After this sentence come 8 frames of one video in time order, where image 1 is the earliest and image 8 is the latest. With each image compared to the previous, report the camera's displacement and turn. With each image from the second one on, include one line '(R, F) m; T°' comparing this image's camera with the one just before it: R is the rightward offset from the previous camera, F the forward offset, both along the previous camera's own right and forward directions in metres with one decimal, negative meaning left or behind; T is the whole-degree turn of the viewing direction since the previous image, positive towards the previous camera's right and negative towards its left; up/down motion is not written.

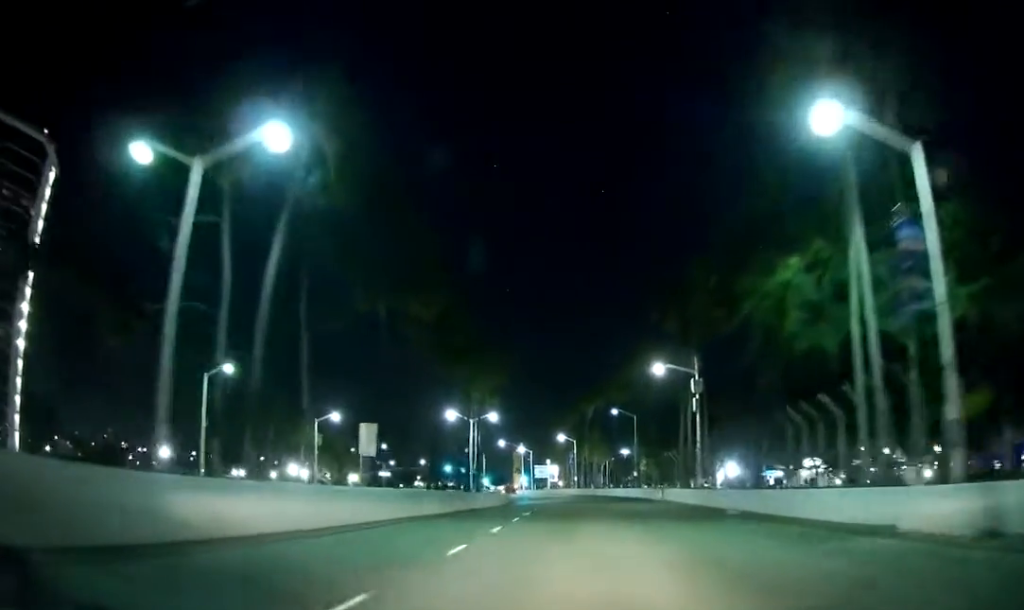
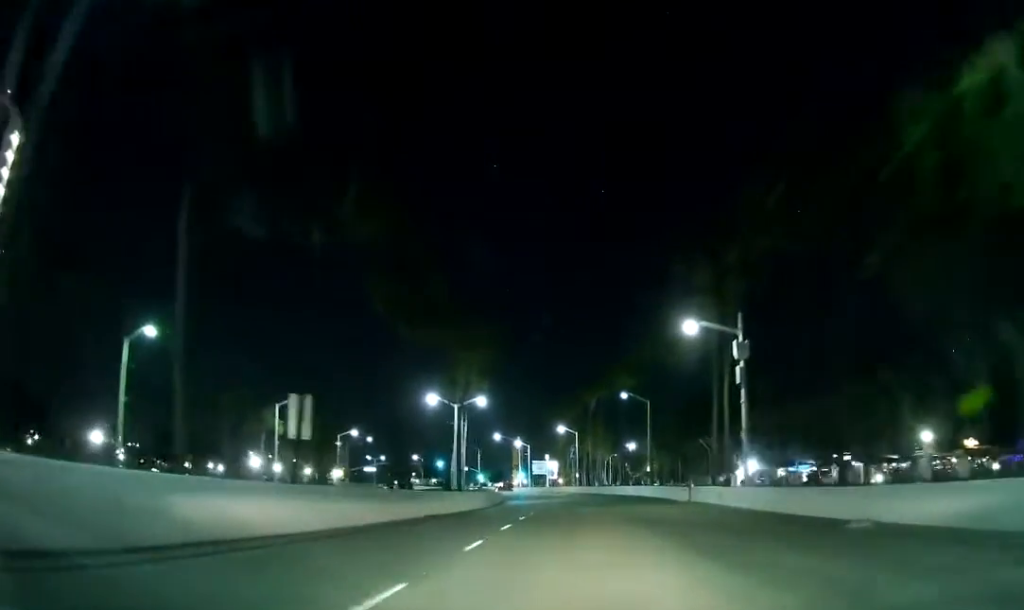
(+0.1, +14.0) m; 0°
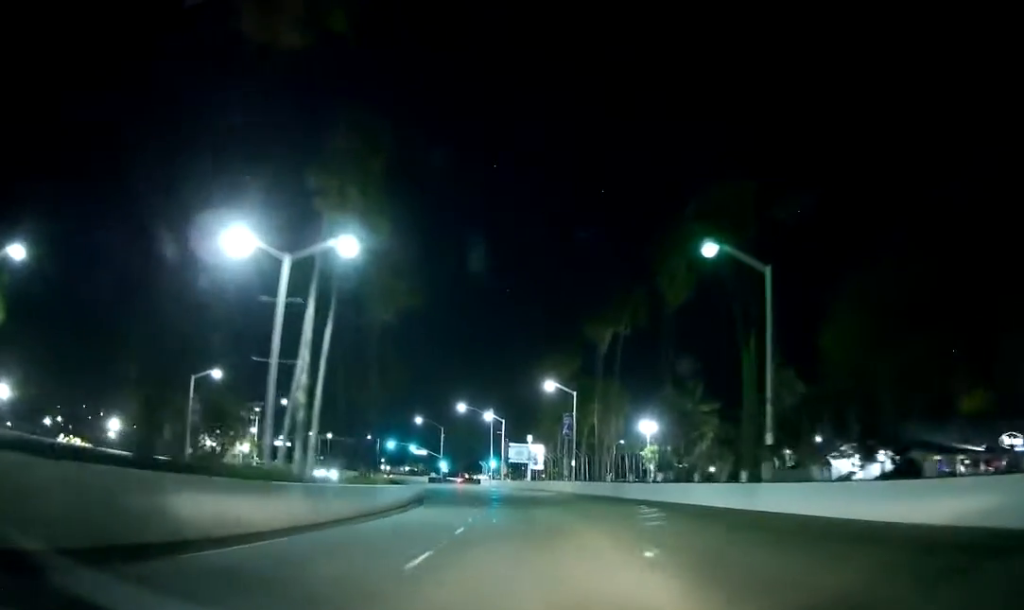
(+0.1, +47.5) m; 0°
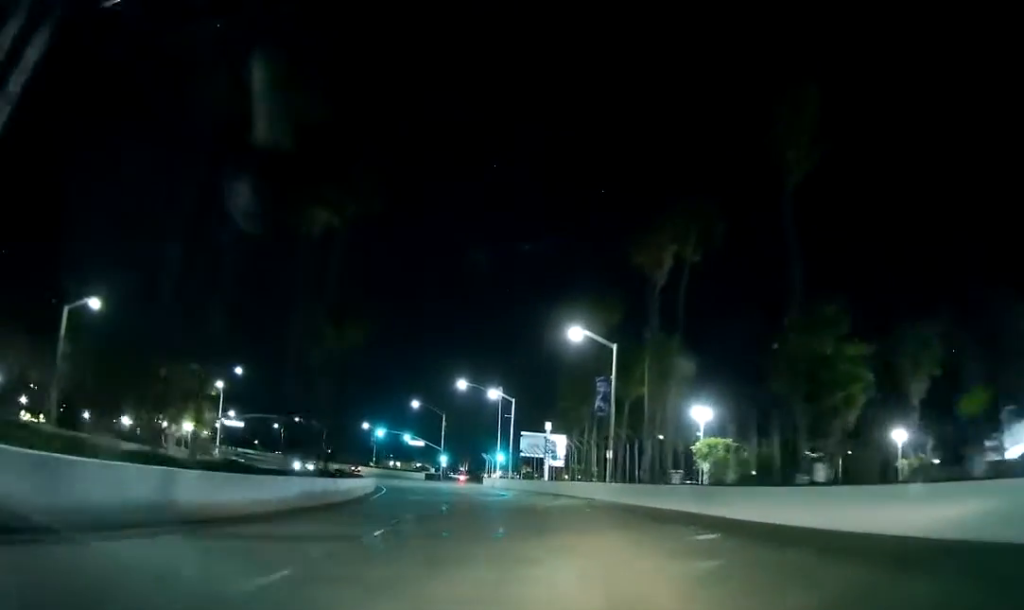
(+0.1, +25.6) m; -1°
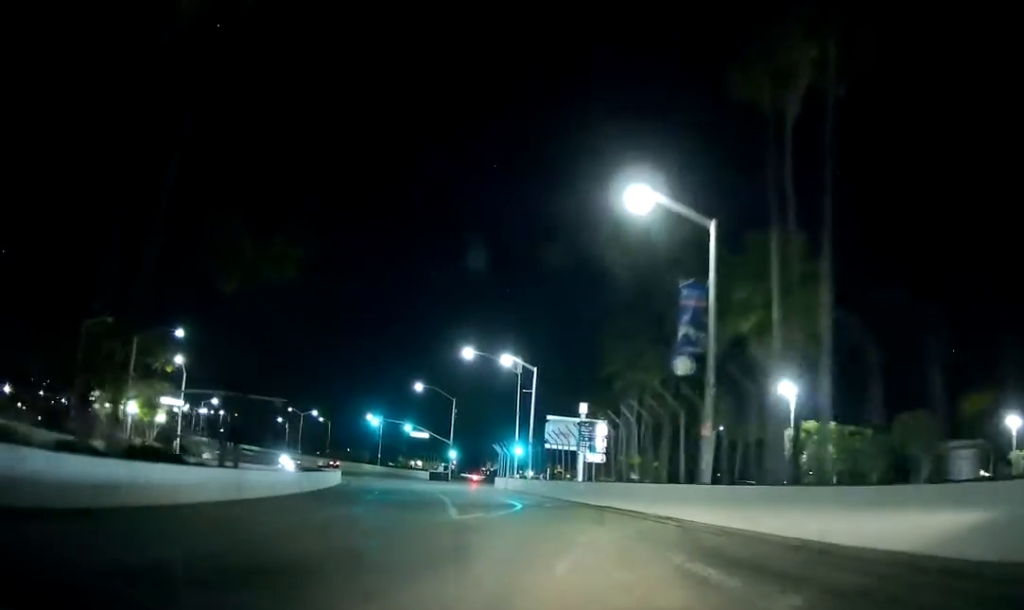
(-0.4, +23.2) m; -2°
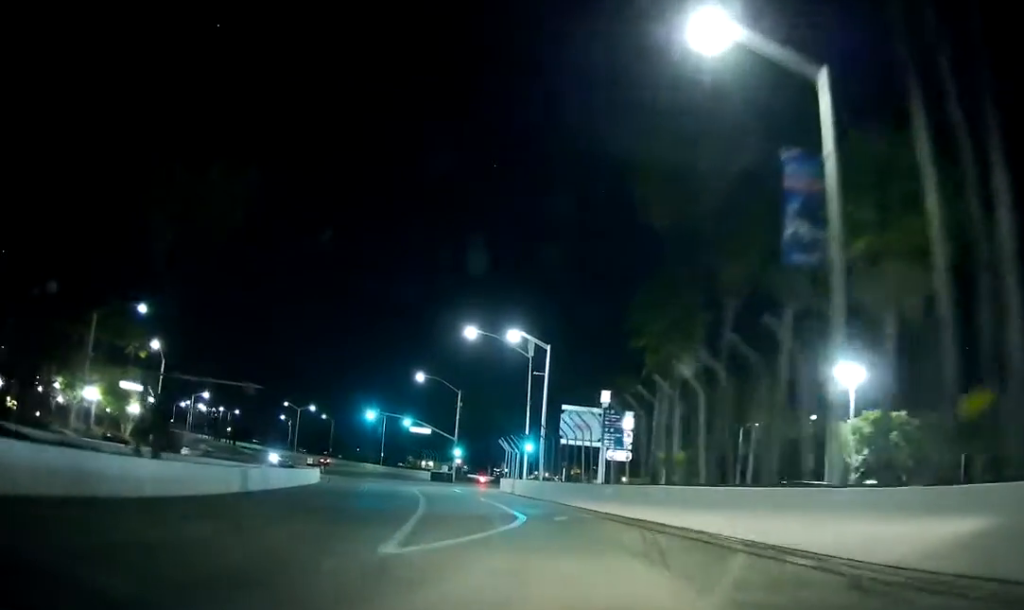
(-0.1, +10.7) m; -1°
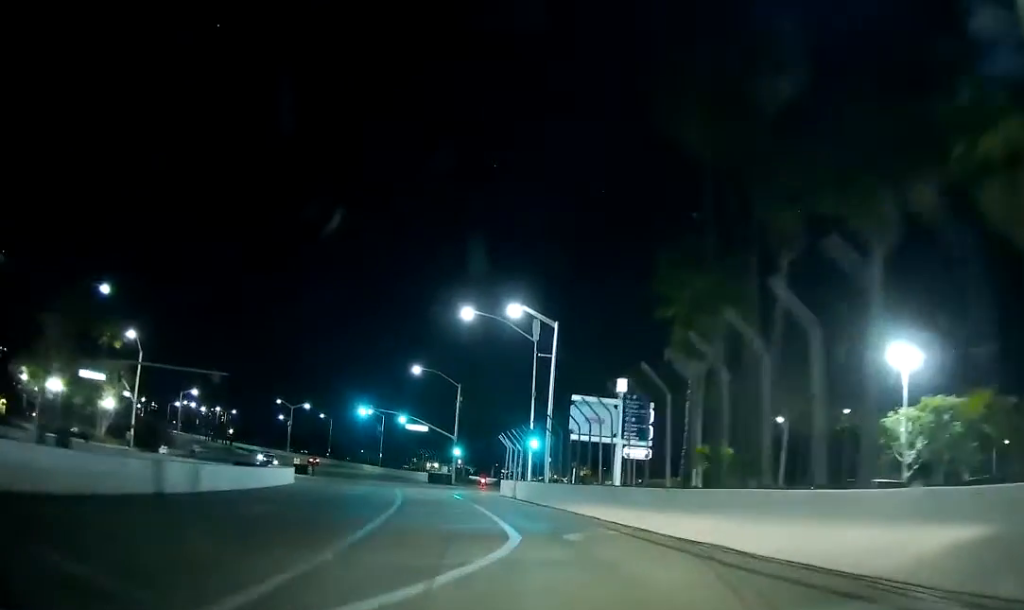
(0.0, +7.6) m; -1°
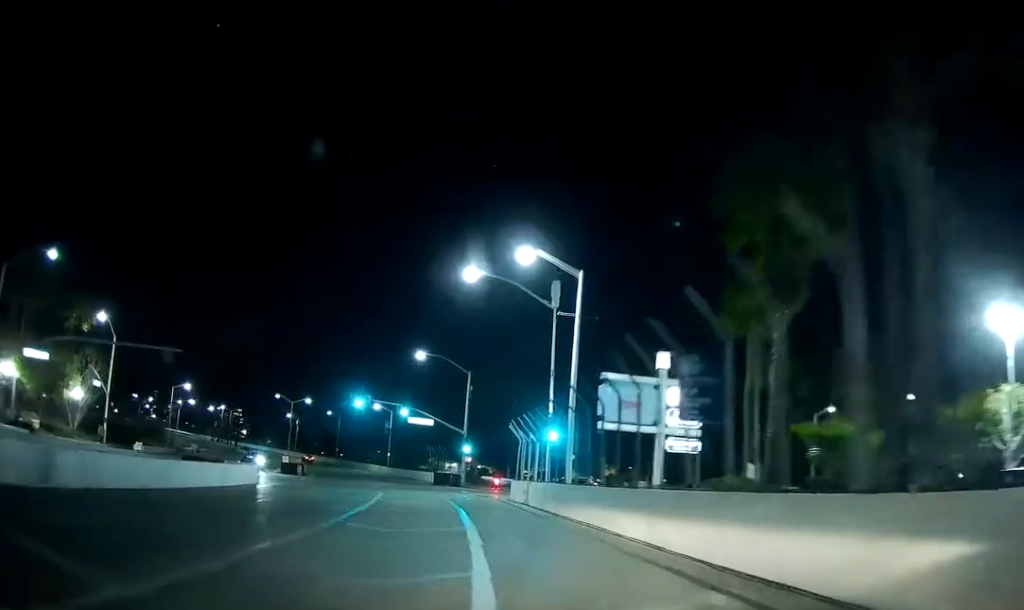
(-0.1, +10.6) m; -2°
